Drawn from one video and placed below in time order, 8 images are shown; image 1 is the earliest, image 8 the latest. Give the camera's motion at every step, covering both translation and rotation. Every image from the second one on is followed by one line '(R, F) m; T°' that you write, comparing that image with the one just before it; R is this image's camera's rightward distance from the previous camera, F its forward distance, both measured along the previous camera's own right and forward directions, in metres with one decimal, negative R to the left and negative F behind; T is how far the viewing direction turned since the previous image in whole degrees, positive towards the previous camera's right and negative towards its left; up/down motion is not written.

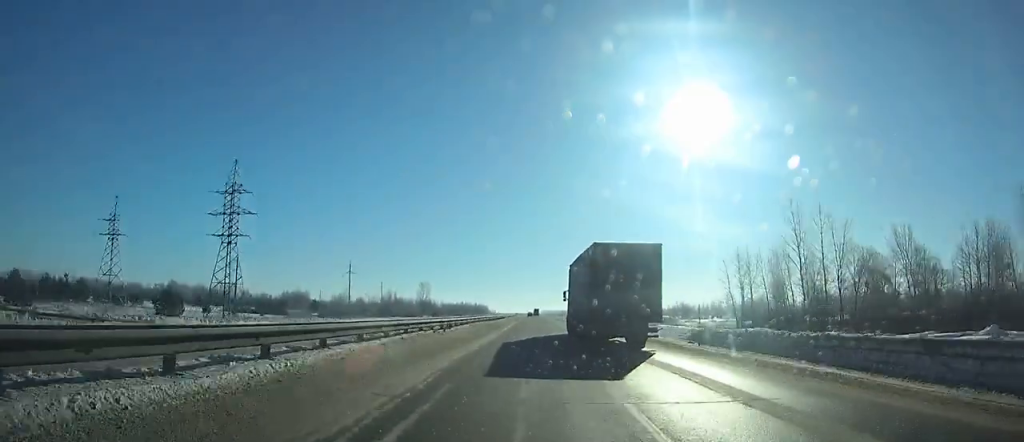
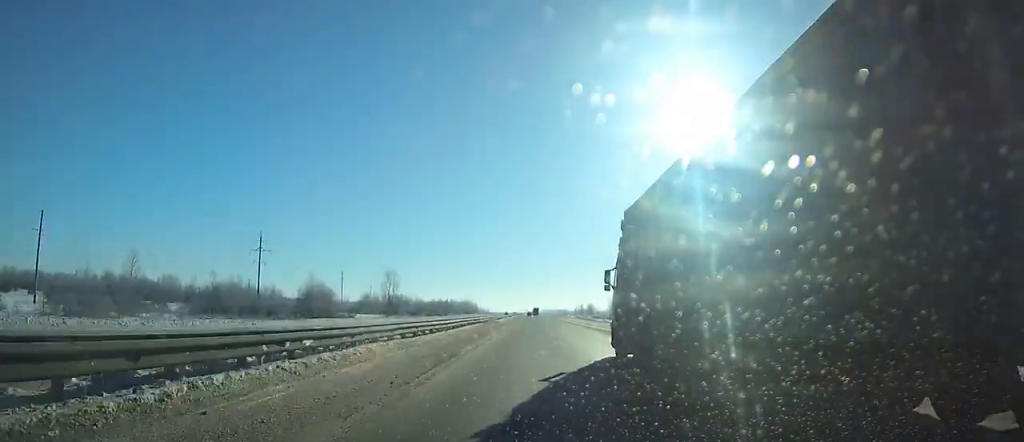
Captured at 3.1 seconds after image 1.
(-0.1, +91.9) m; 0°
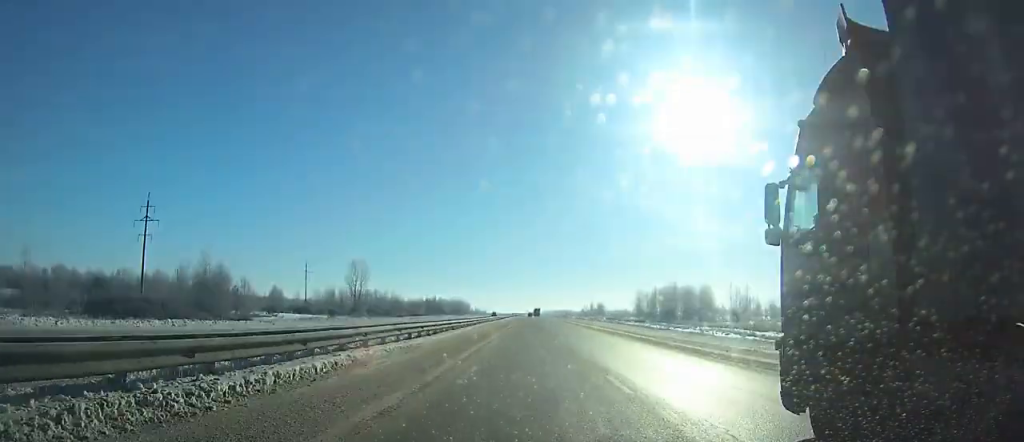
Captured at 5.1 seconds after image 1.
(-0.1, +59.7) m; 0°
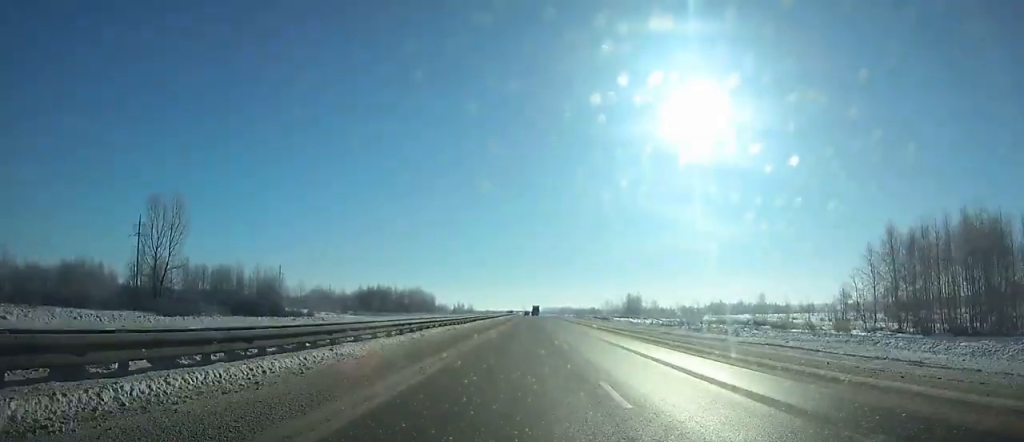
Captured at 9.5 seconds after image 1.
(+0.7, +132.1) m; 0°
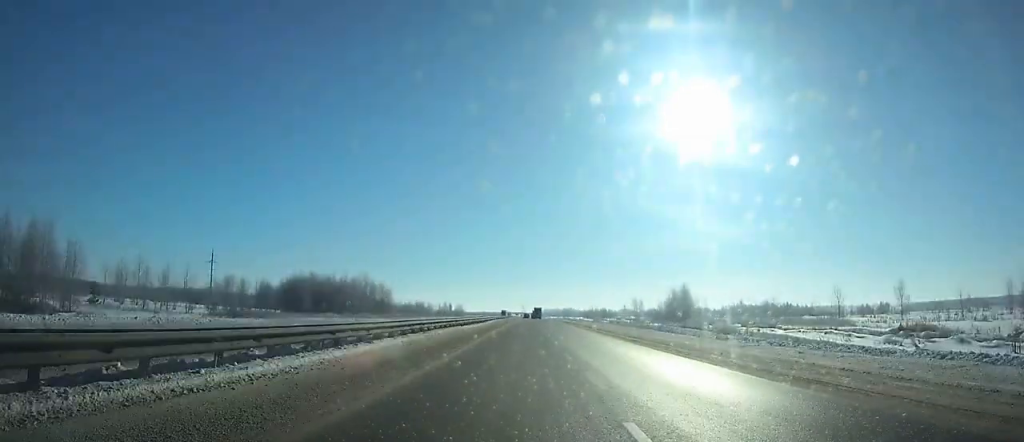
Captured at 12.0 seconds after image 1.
(0.0, +75.2) m; 0°
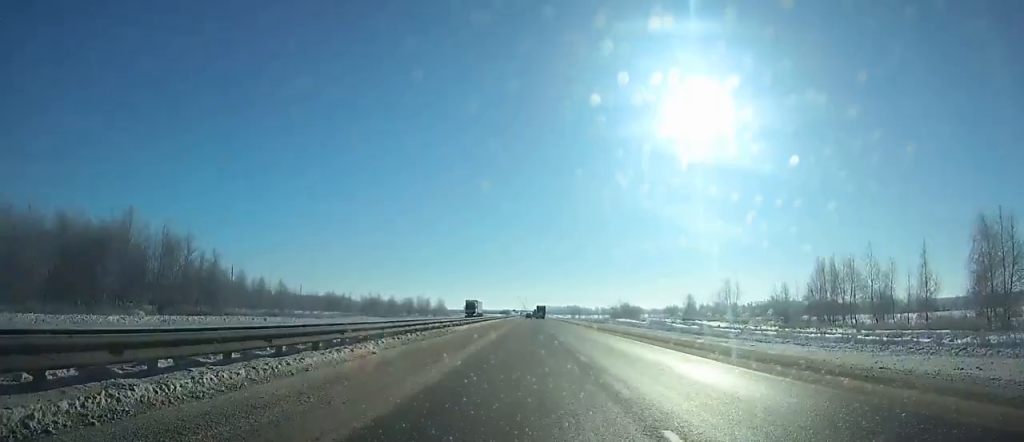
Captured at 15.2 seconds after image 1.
(-0.2, +96.2) m; 0°
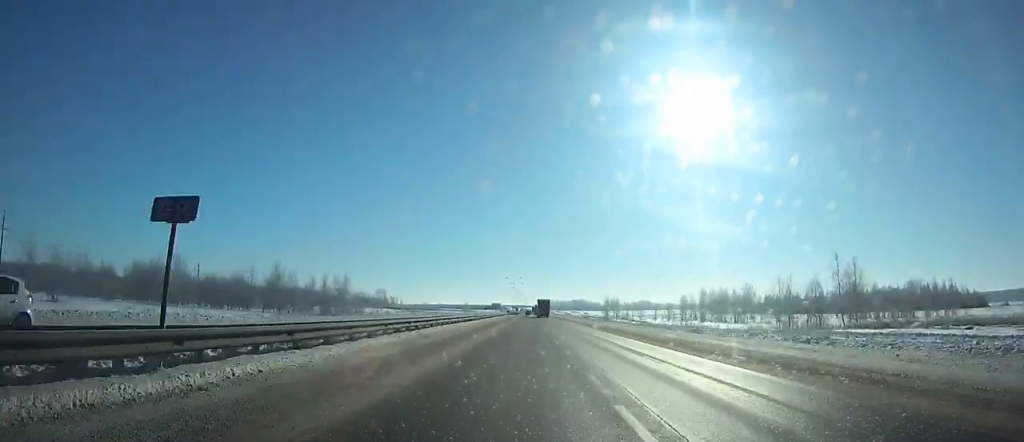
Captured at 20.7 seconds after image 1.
(+0.2, +165.3) m; 0°
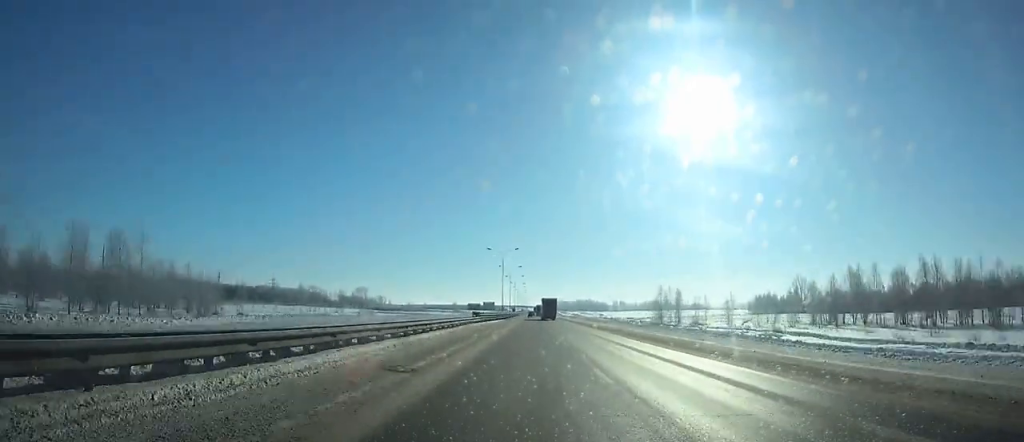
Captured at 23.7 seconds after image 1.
(0.0, +90.2) m; 0°
